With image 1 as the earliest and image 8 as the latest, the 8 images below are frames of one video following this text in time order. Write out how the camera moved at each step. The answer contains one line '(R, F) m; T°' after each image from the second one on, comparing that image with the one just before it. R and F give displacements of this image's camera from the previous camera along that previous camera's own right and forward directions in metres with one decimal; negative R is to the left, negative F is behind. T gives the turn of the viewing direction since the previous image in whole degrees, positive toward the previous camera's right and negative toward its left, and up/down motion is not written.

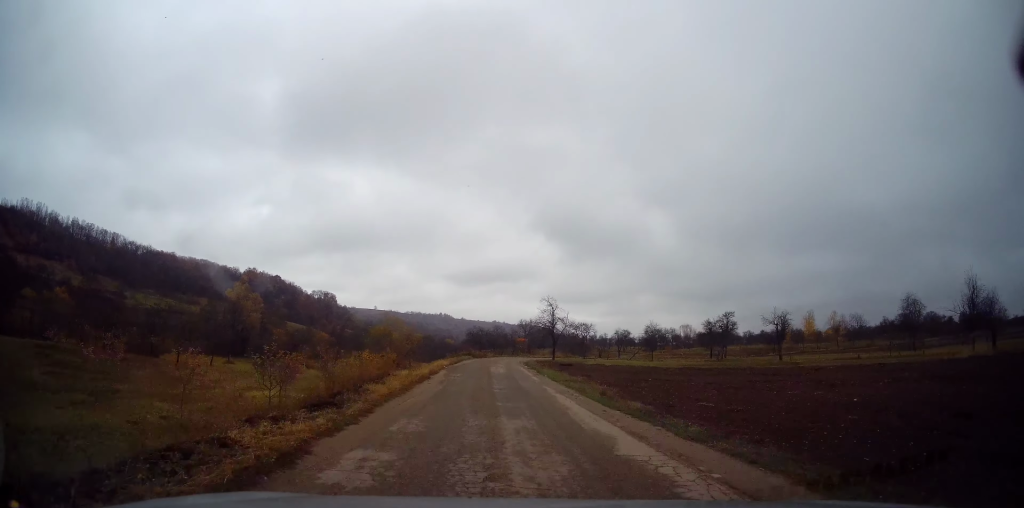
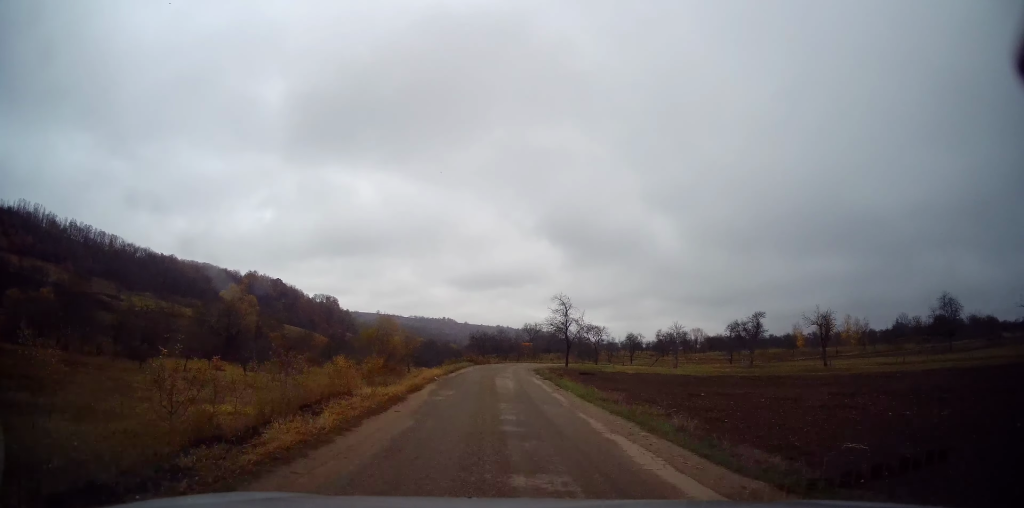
(-0.1, +6.0) m; -1°
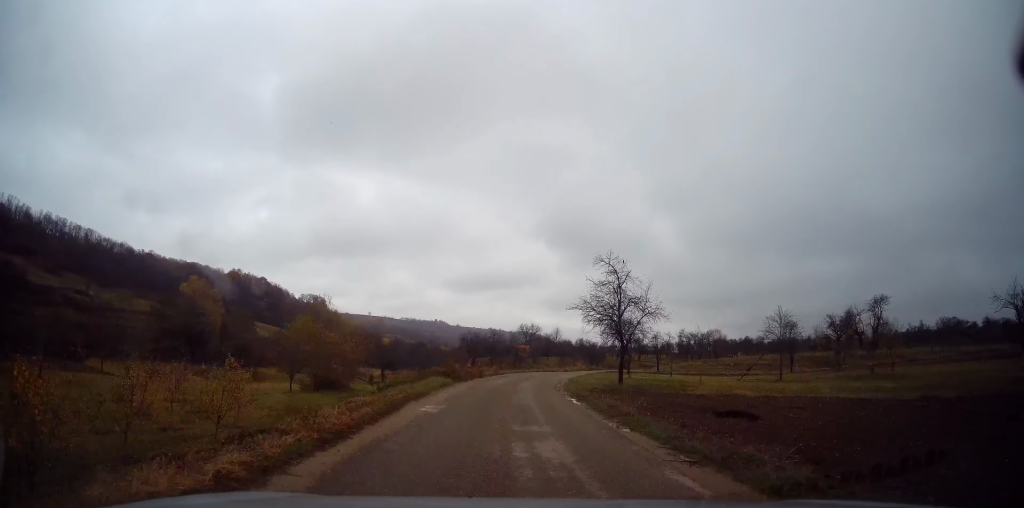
(-0.2, +18.9) m; +1°
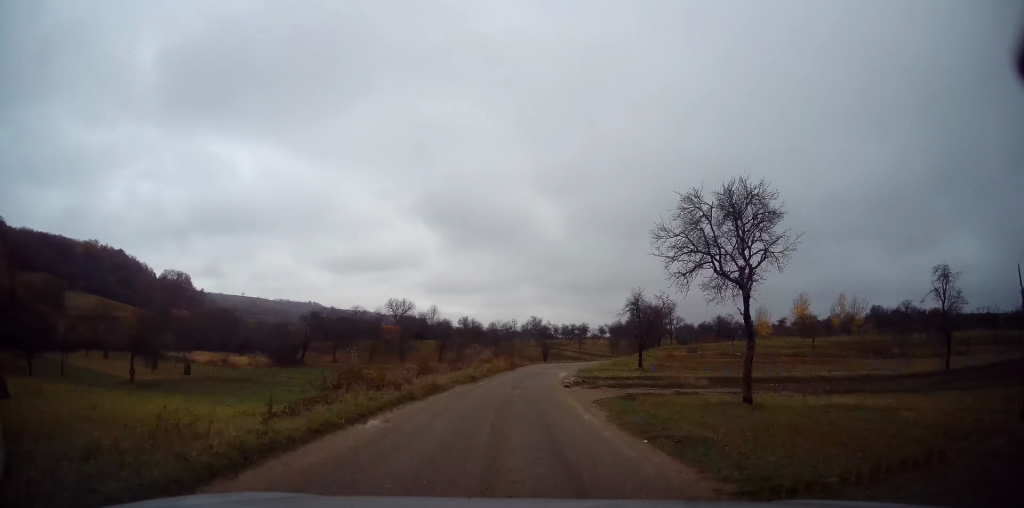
(+4.2, +39.6) m; +12°
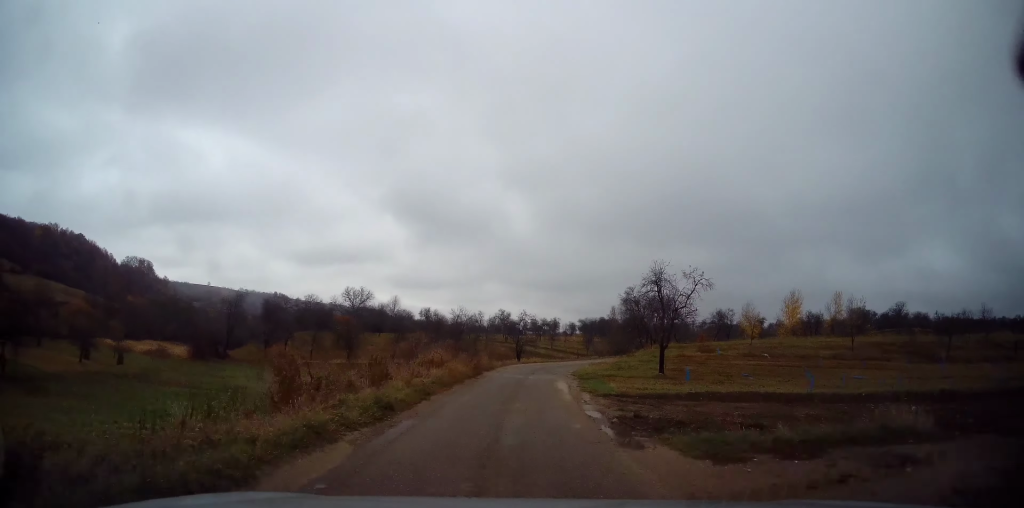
(+0.3, +12.3) m; +3°
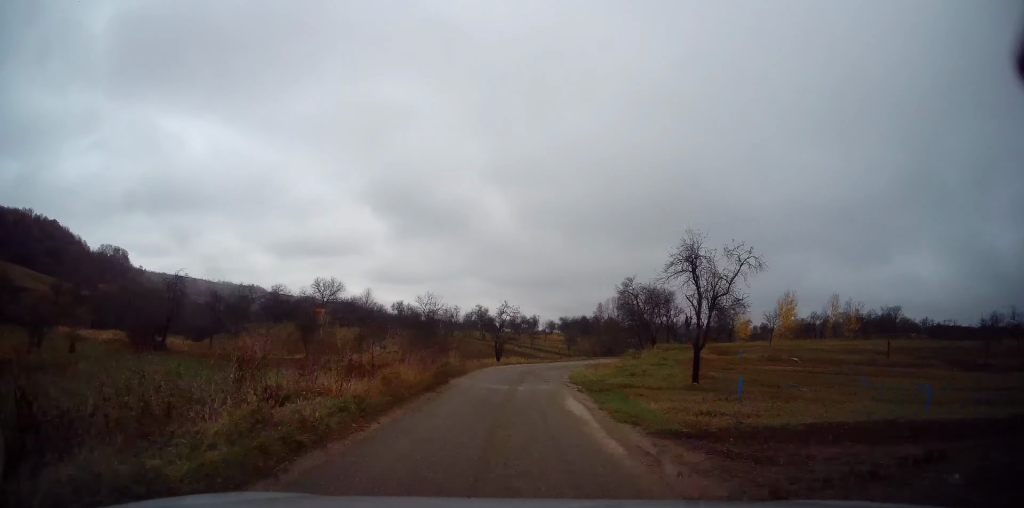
(0.0, +7.7) m; +3°
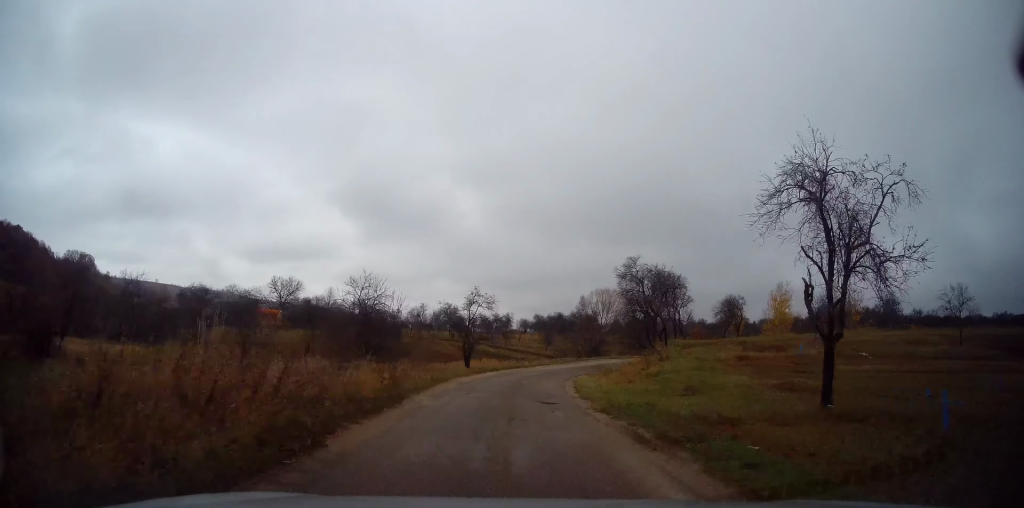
(+0.4, +10.1) m; +4°
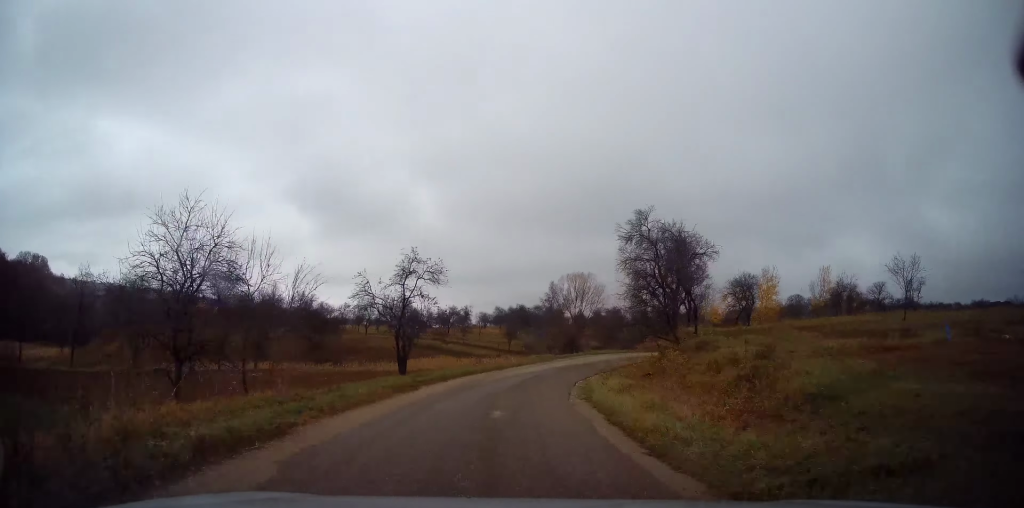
(+0.5, +11.4) m; +4°
